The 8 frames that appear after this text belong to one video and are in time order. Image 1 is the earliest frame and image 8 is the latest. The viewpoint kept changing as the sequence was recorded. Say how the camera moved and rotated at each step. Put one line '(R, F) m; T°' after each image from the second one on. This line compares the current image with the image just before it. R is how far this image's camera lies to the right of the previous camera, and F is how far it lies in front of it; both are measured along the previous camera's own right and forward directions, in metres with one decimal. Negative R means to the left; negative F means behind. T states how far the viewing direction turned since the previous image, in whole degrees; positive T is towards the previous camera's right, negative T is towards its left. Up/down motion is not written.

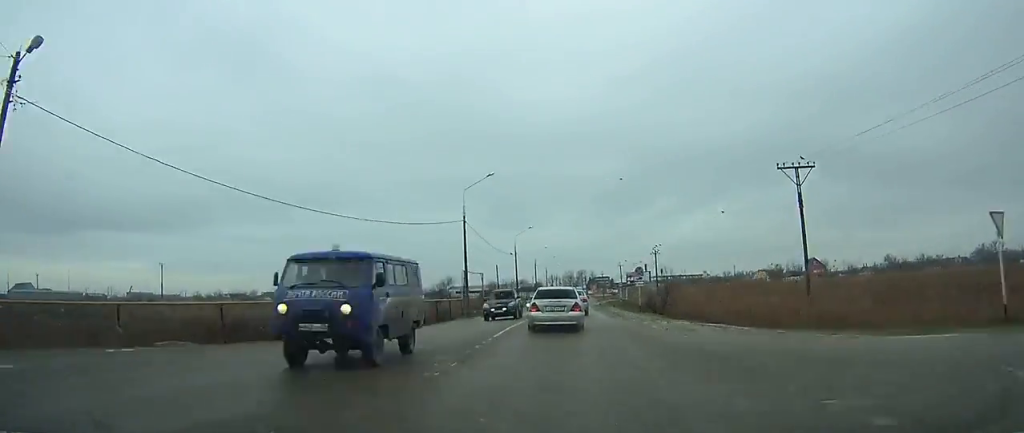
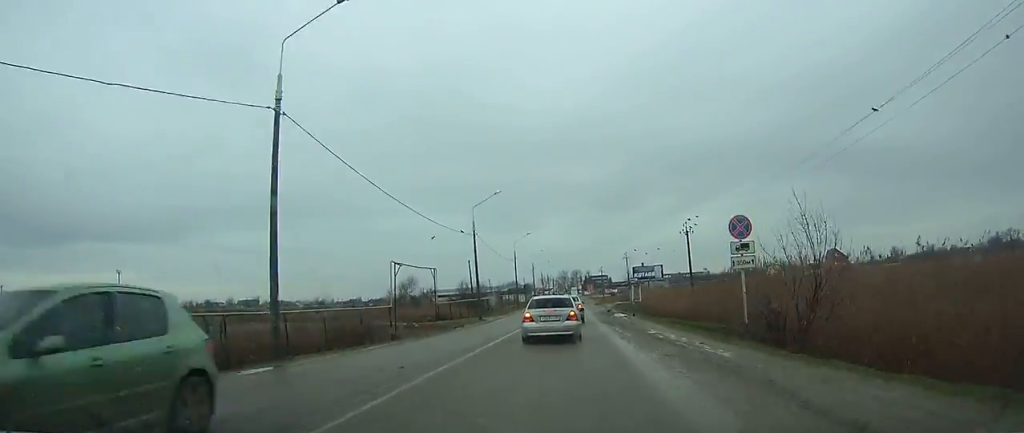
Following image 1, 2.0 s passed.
(+0.2, +27.4) m; 0°
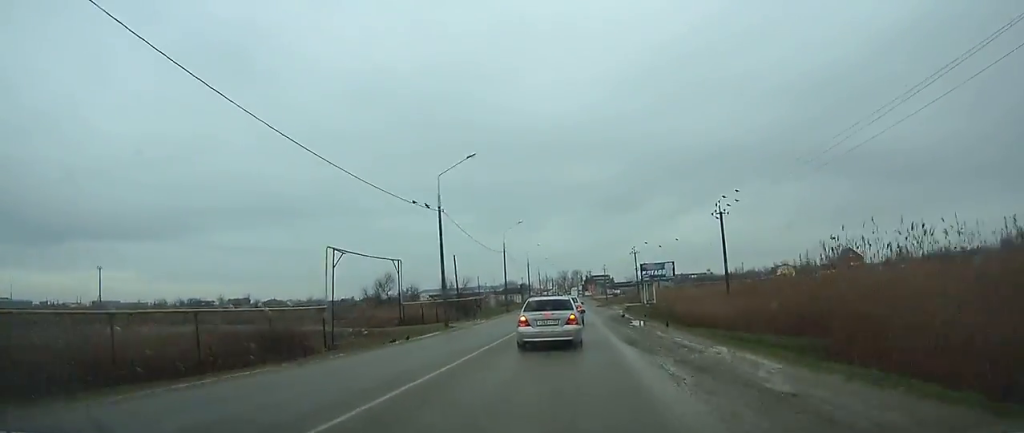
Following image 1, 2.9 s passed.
(0.0, +12.2) m; 0°
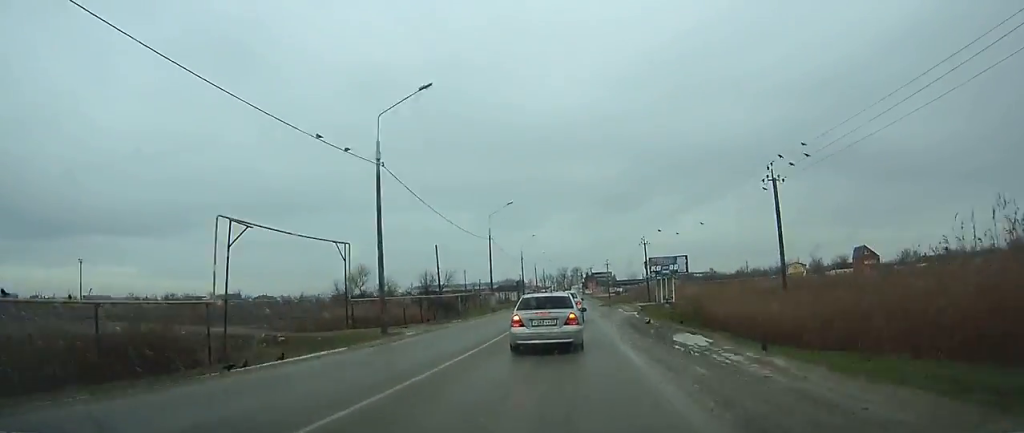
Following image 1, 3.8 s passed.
(0.0, +11.3) m; 0°
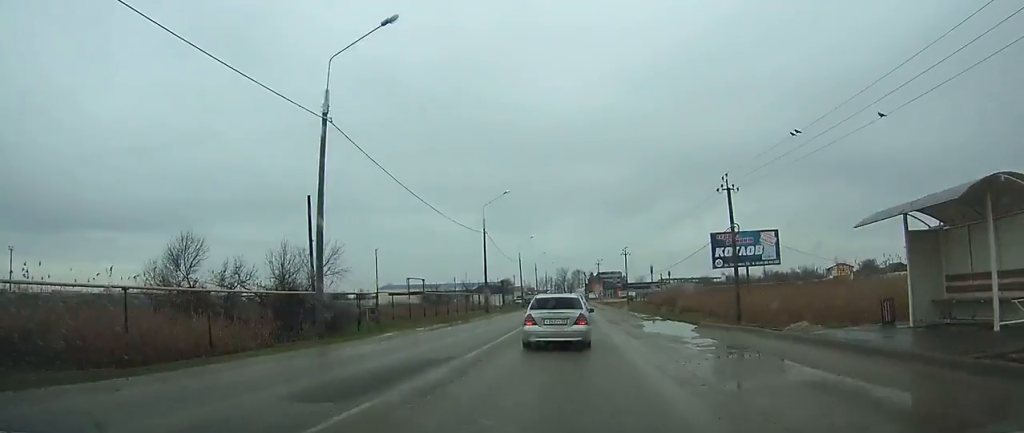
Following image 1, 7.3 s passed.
(-0.4, +42.1) m; -1°
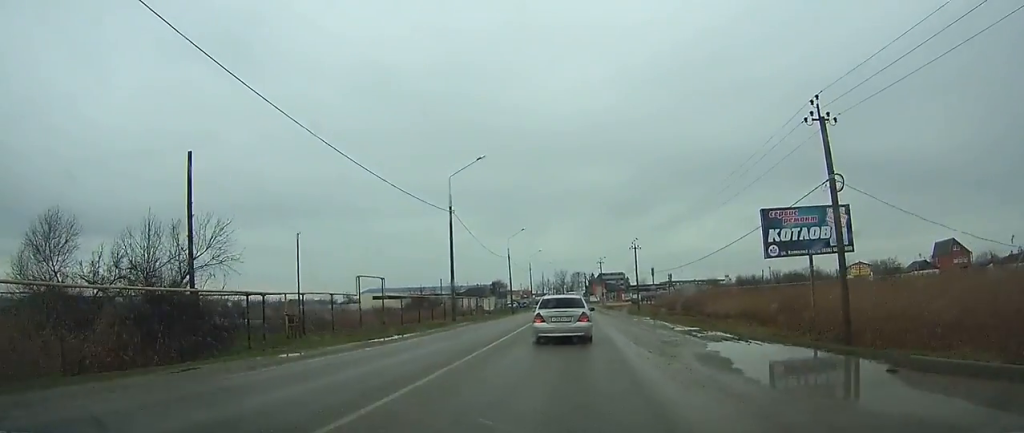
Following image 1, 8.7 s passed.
(0.0, +15.3) m; 0°
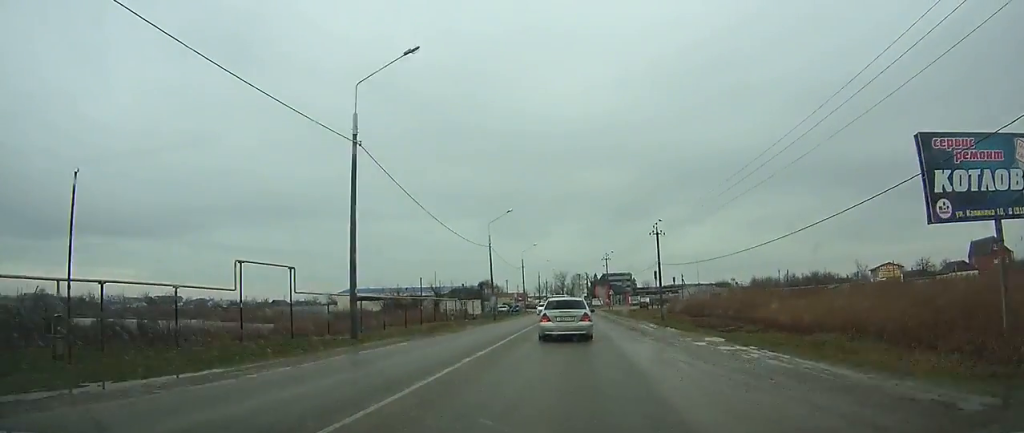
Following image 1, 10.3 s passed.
(+0.1, +18.4) m; 0°
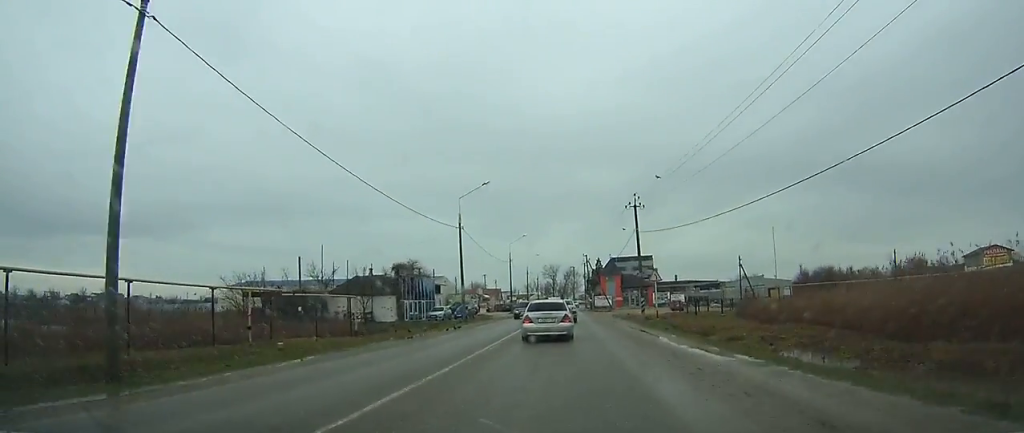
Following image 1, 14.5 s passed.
(+0.5, +49.7) m; +1°
